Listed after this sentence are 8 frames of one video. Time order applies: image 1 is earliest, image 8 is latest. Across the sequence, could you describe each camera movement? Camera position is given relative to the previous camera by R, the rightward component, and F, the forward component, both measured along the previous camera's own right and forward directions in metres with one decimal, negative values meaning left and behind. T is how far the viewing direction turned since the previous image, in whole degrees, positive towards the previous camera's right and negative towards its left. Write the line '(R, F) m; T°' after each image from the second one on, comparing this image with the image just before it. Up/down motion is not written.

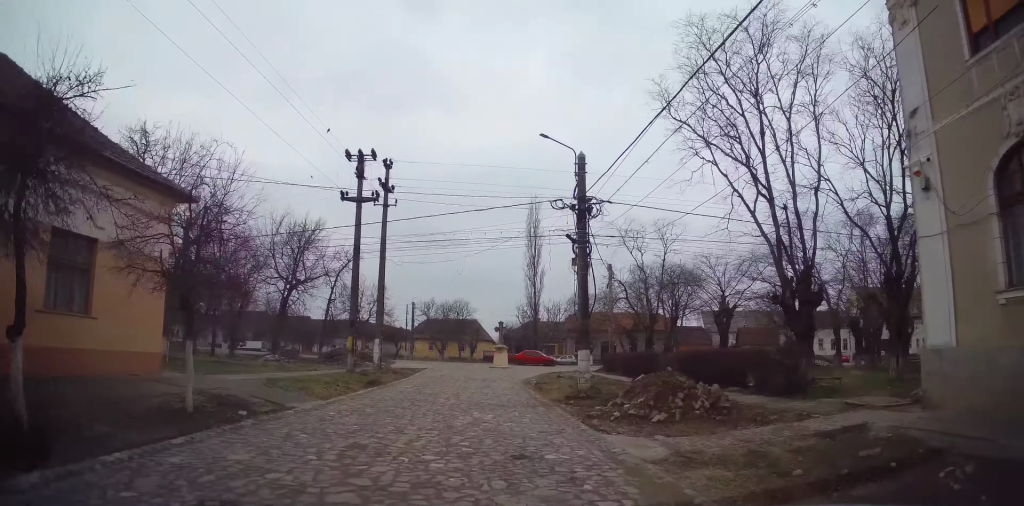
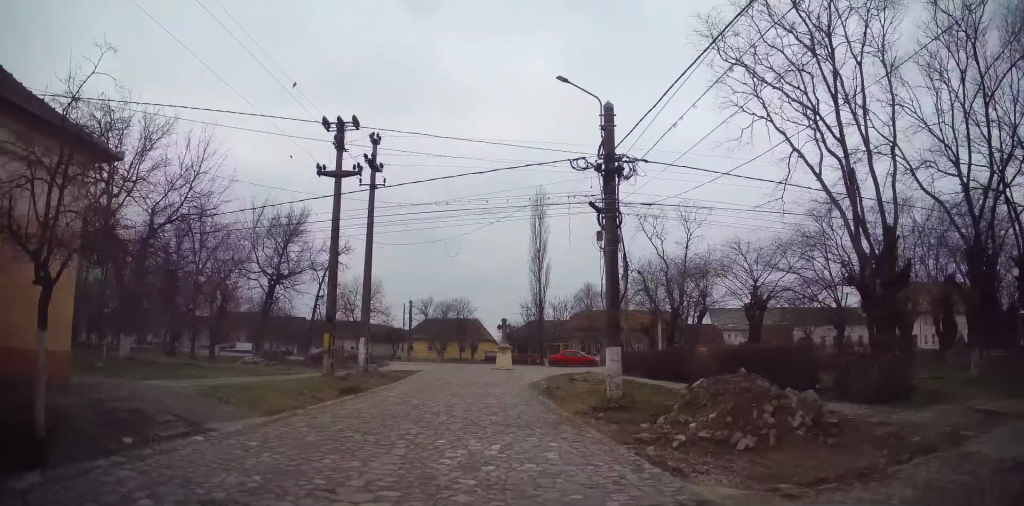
(0.0, +3.9) m; +1°
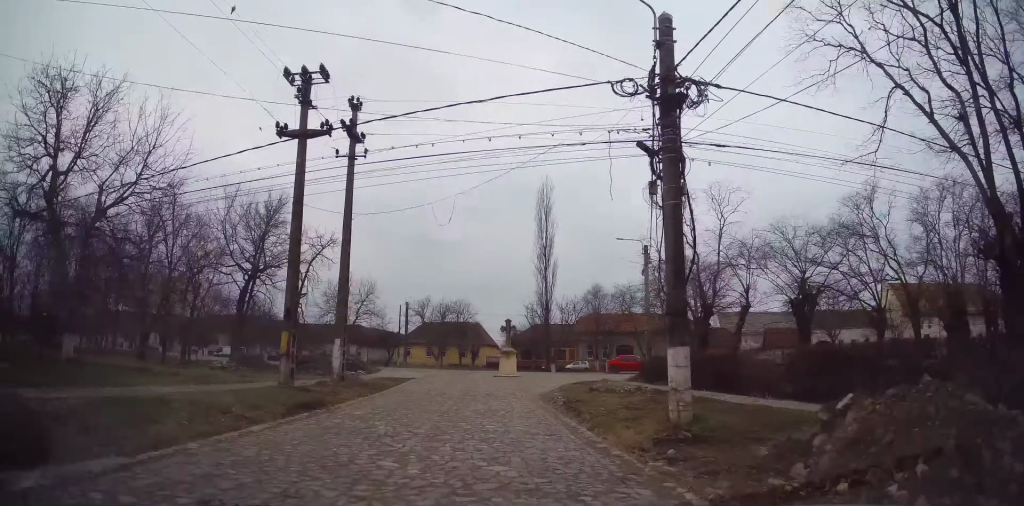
(+0.1, +4.7) m; -1°
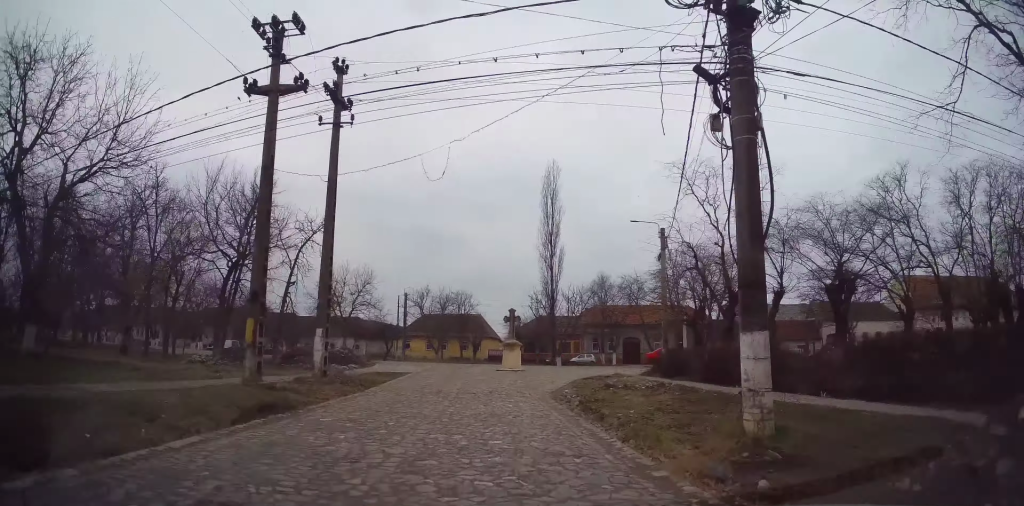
(+0.1, +2.9) m; -3°
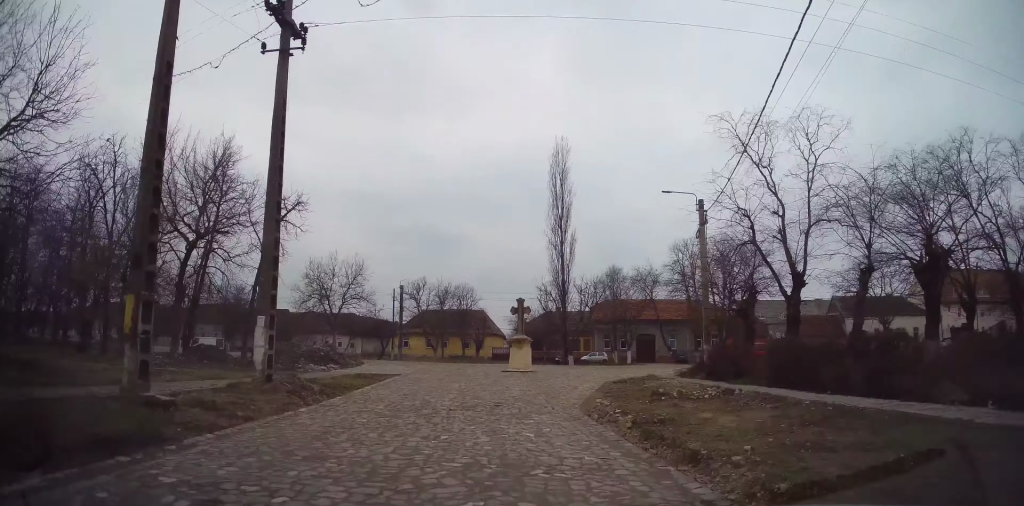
(-0.5, +5.5) m; 0°
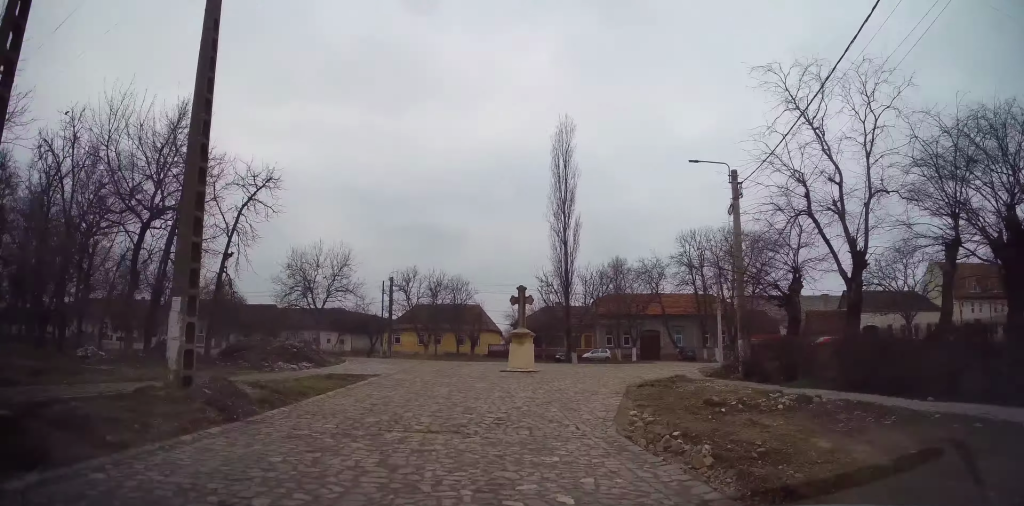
(+0.4, +4.0) m; +5°
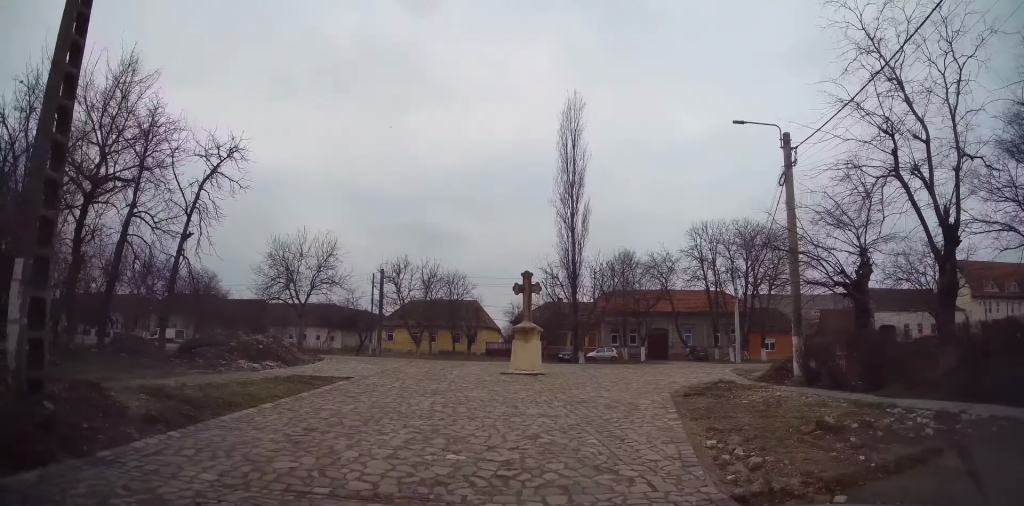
(+0.2, +4.4) m; -1°
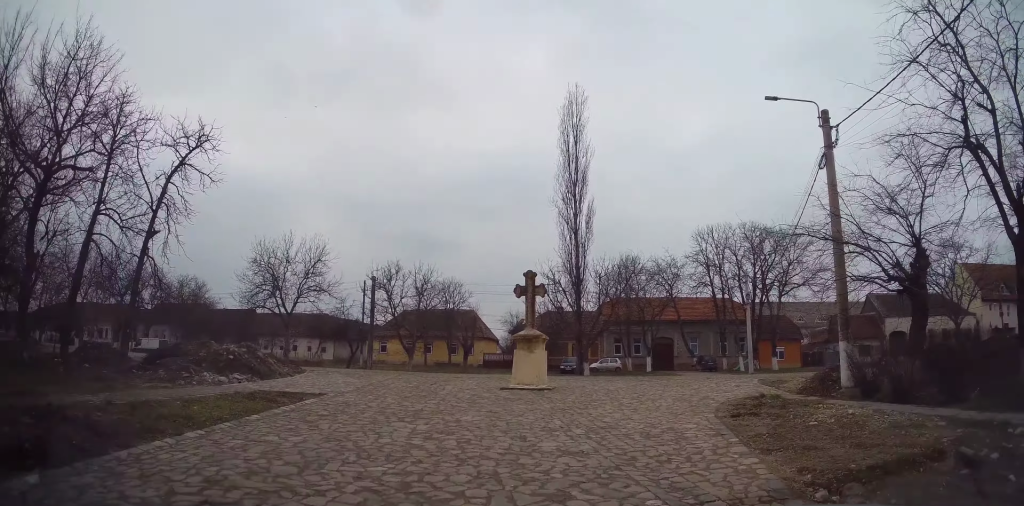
(-0.2, +3.5) m; -3°
